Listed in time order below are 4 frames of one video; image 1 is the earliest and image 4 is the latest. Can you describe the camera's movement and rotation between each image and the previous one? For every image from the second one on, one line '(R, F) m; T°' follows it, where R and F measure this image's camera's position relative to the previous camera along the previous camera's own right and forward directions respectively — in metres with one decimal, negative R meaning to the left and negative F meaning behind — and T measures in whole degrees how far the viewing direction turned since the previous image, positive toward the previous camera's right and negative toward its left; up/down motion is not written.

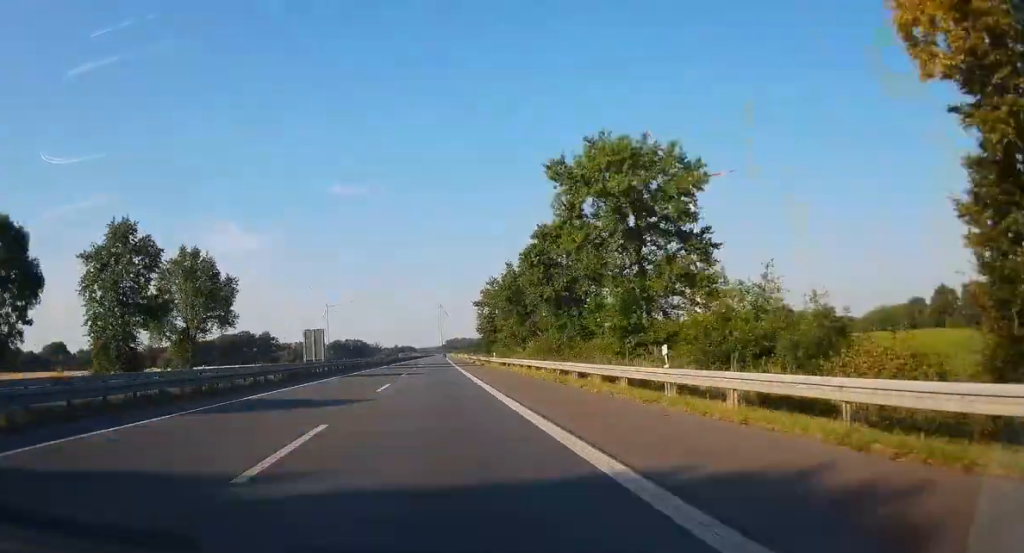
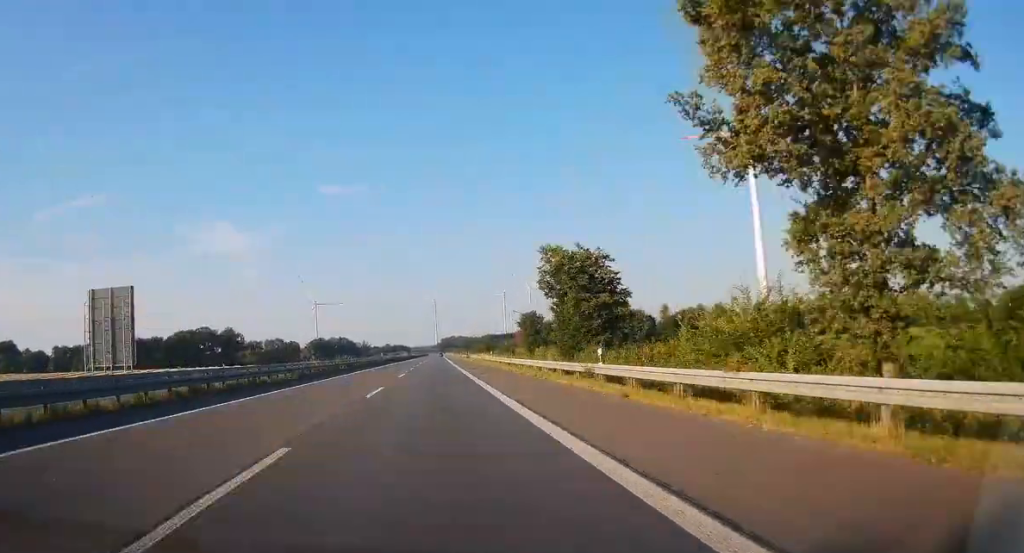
(+0.3, +77.8) m; 0°
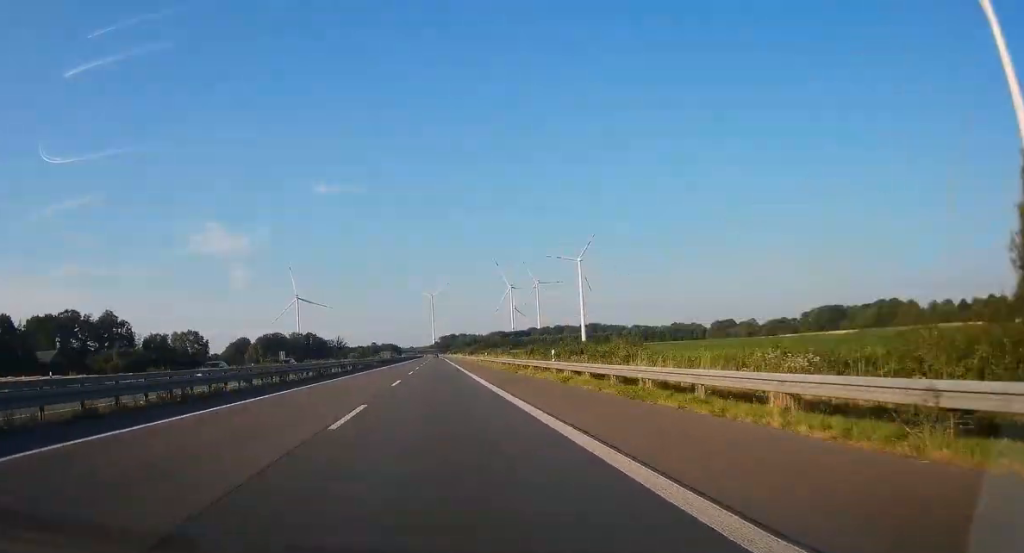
(+0.7, +179.1) m; 0°
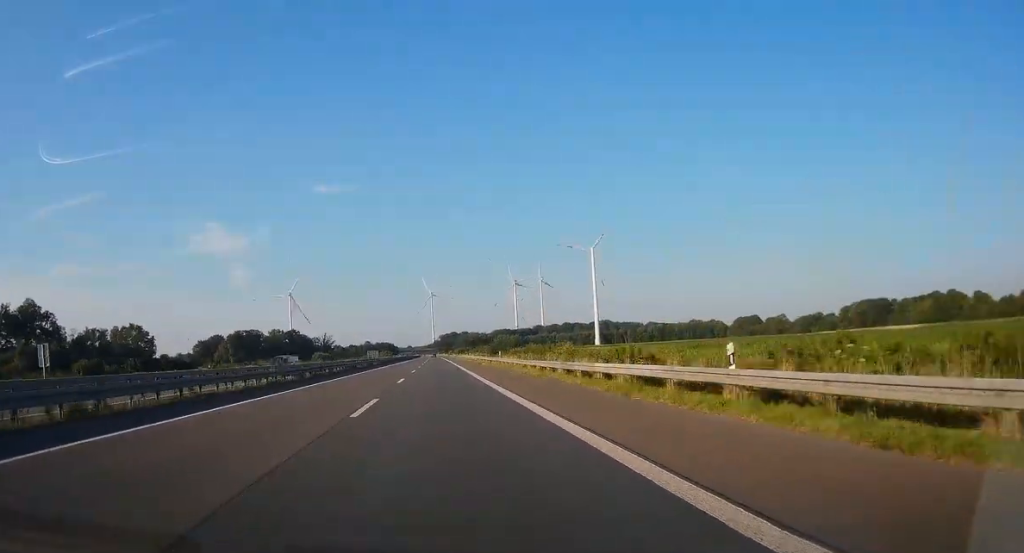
(+0.2, +68.7) m; 0°
